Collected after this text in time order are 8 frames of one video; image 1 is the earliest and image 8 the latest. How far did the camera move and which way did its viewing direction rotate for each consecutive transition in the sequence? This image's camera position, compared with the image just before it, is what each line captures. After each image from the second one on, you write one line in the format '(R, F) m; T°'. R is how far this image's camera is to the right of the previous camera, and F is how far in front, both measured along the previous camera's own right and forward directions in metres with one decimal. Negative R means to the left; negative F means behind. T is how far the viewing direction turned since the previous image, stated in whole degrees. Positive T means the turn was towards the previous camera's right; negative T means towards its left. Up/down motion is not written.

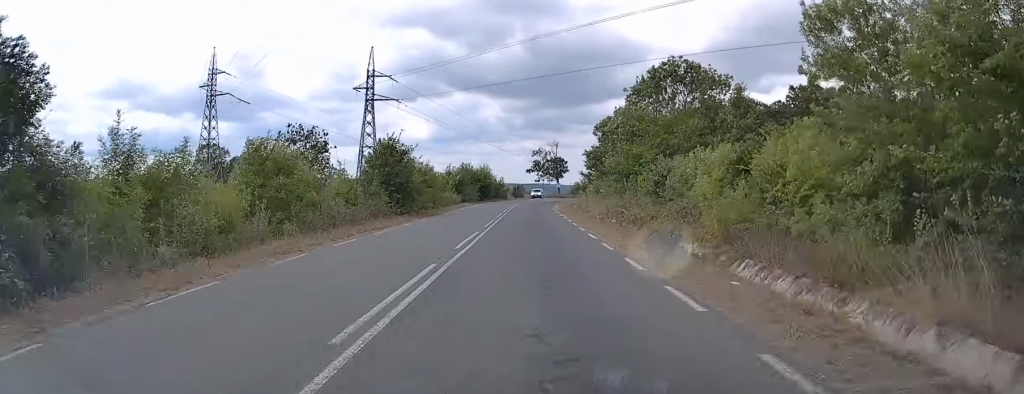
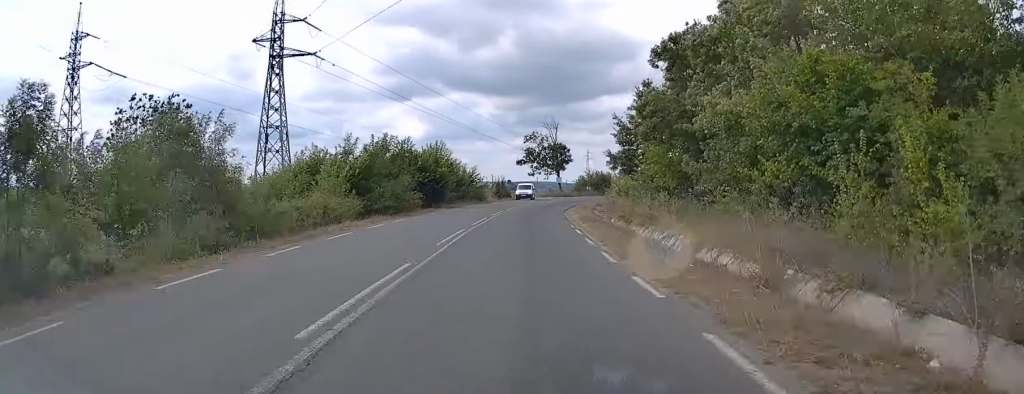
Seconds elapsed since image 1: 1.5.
(0.0, +35.4) m; +1°
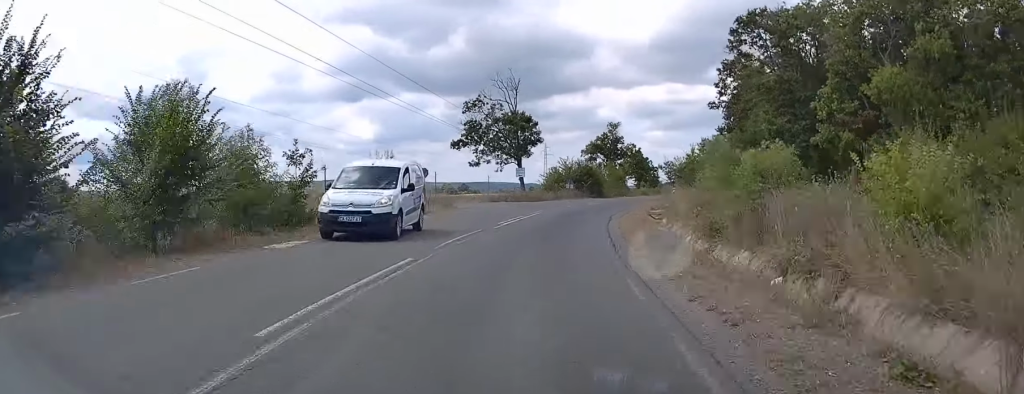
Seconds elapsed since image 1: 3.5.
(+1.0, +44.9) m; +3°
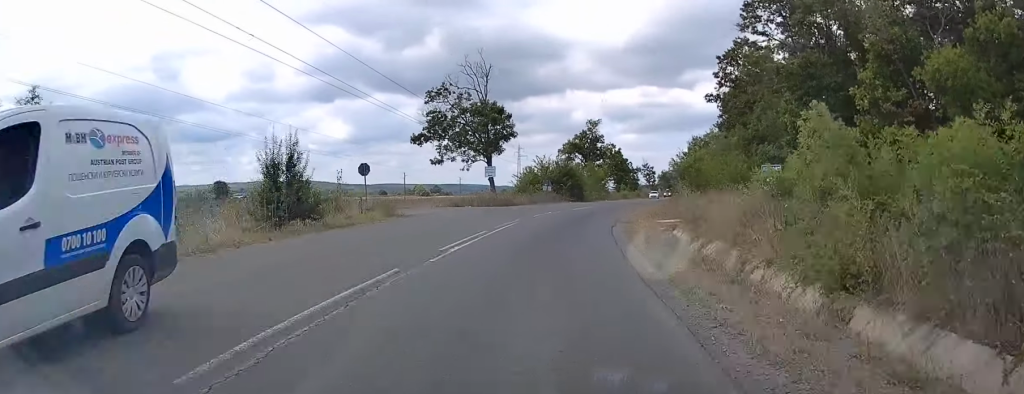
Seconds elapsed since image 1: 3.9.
(-0.1, +9.5) m; +1°
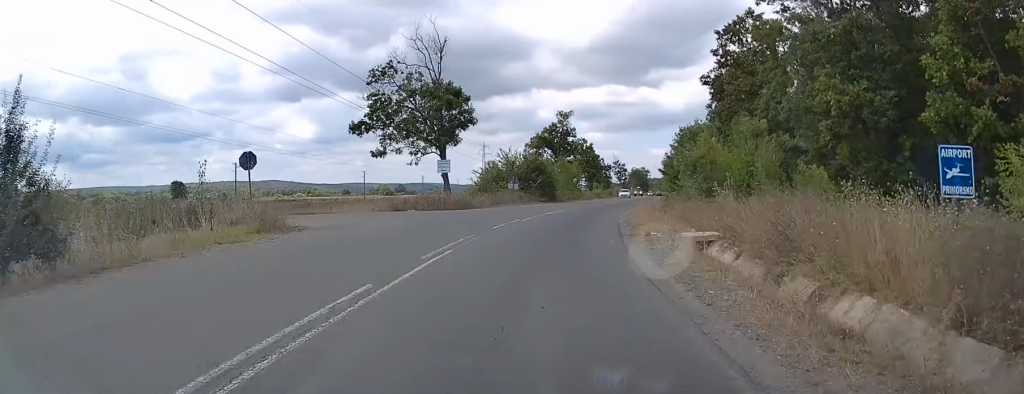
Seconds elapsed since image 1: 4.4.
(+0.4, +10.6) m; +3°
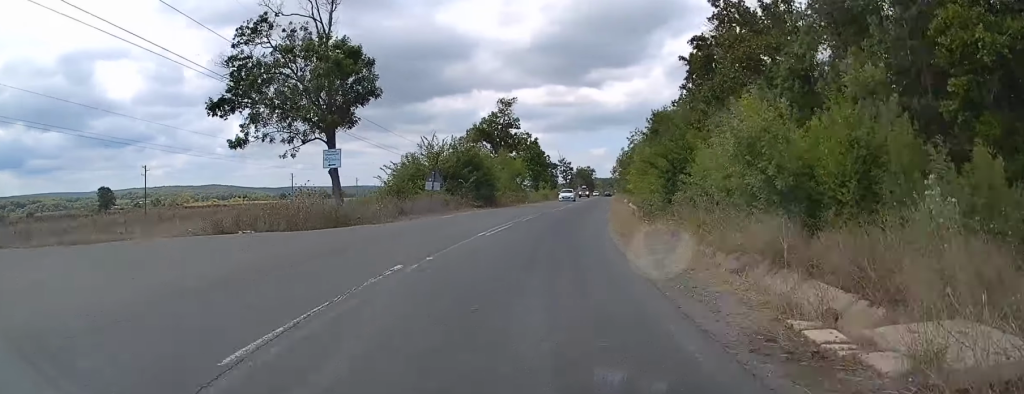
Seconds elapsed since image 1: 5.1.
(+0.4, +15.4) m; +4°
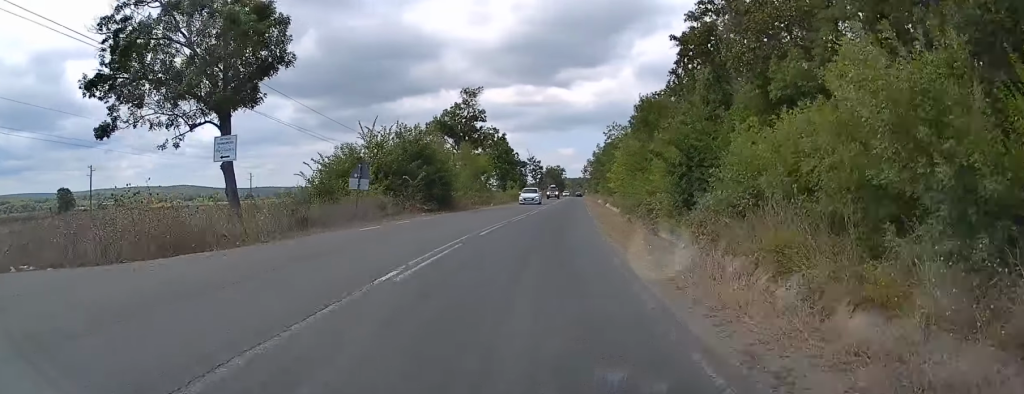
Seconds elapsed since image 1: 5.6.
(+0.2, +9.0) m; +2°
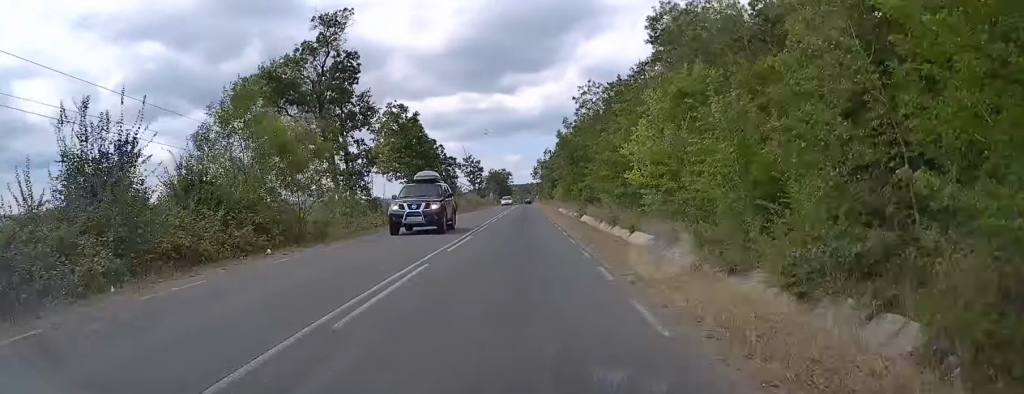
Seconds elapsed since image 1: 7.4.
(+2.6, +37.6) m; +6°
